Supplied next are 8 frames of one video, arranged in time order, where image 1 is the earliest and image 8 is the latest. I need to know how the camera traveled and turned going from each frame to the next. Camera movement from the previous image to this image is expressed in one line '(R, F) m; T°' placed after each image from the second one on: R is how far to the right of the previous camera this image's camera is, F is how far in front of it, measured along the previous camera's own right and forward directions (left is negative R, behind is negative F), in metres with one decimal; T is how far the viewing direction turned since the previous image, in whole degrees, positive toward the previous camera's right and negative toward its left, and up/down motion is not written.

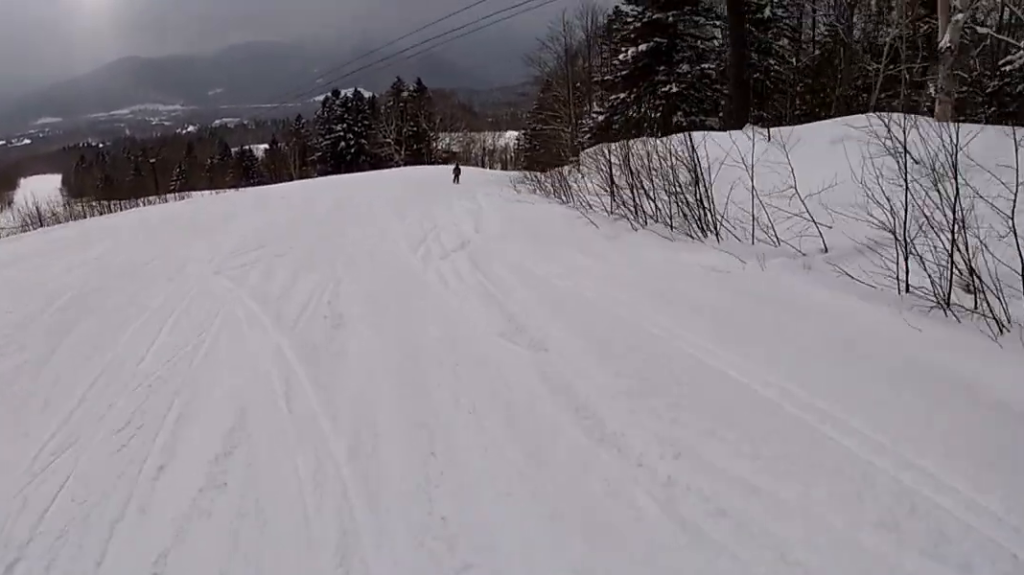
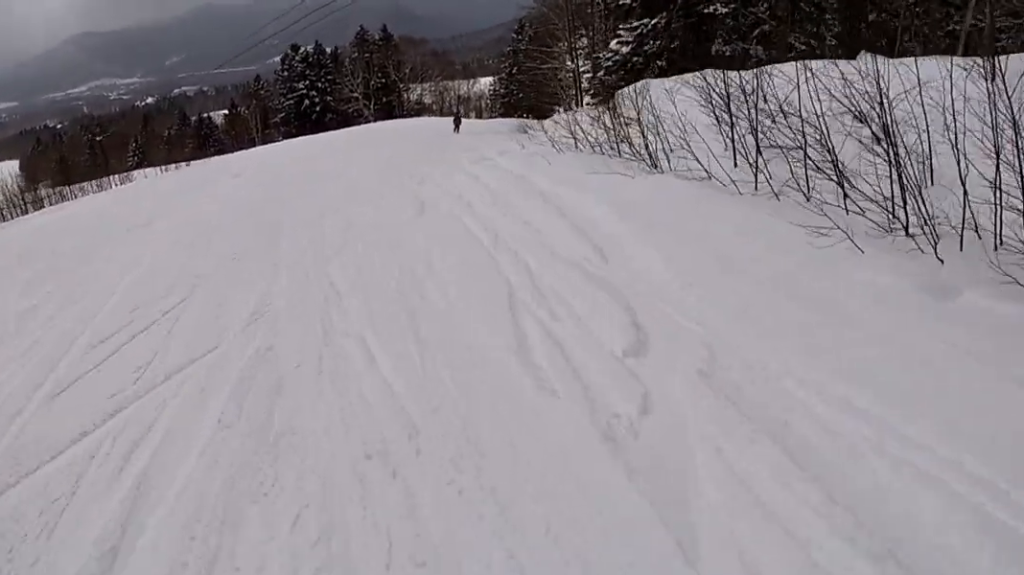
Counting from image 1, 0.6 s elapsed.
(+0.6, +6.9) m; +3°
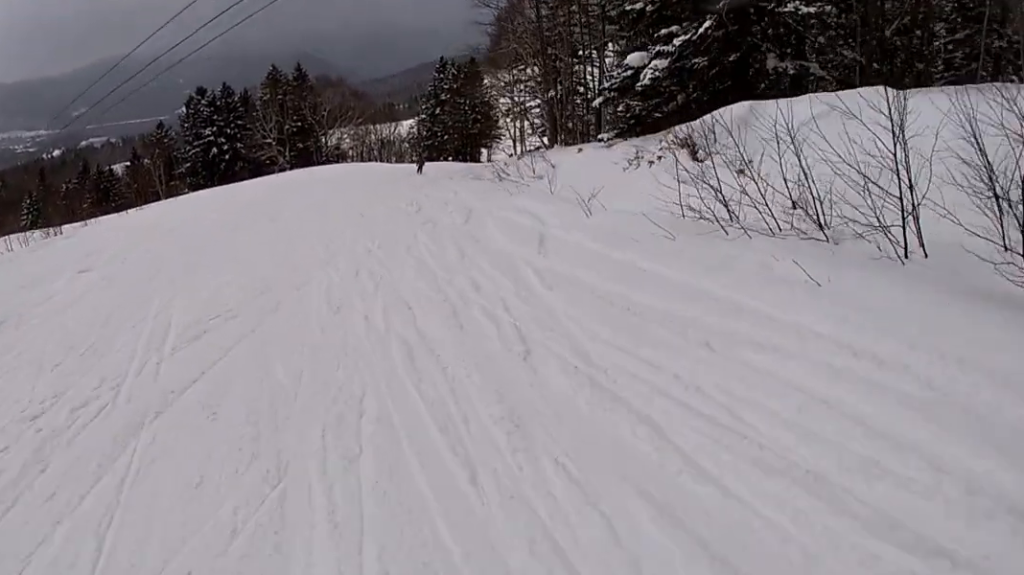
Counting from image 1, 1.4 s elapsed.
(+0.4, +10.2) m; +4°
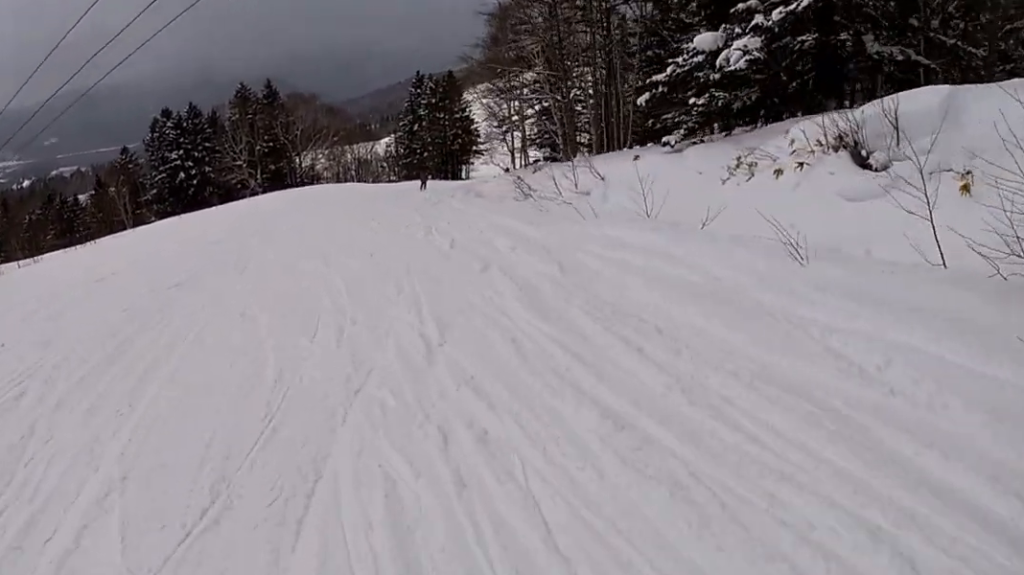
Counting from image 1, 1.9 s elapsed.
(-0.2, +6.0) m; +3°
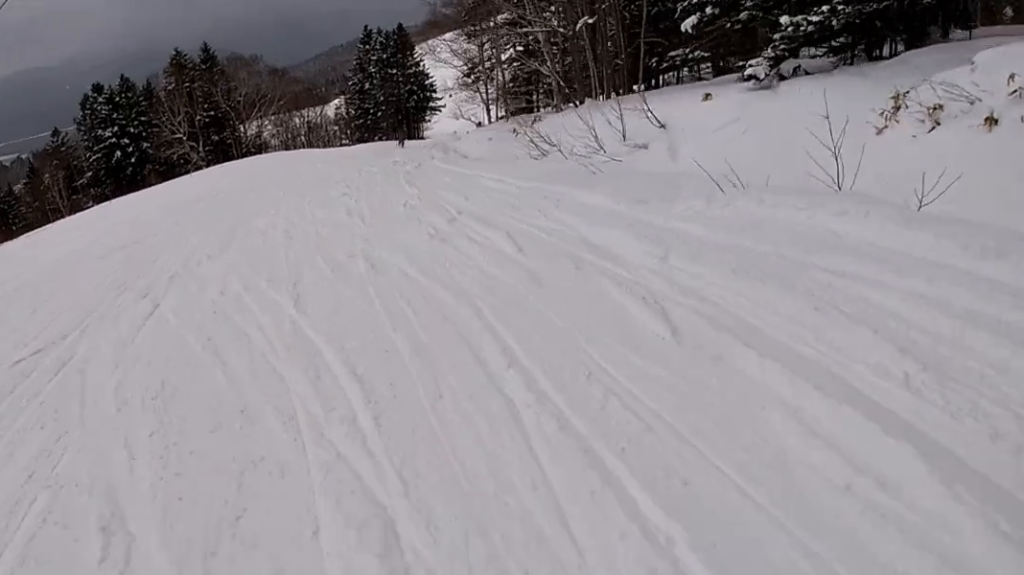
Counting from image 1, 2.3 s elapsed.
(+0.3, +5.6) m; +5°
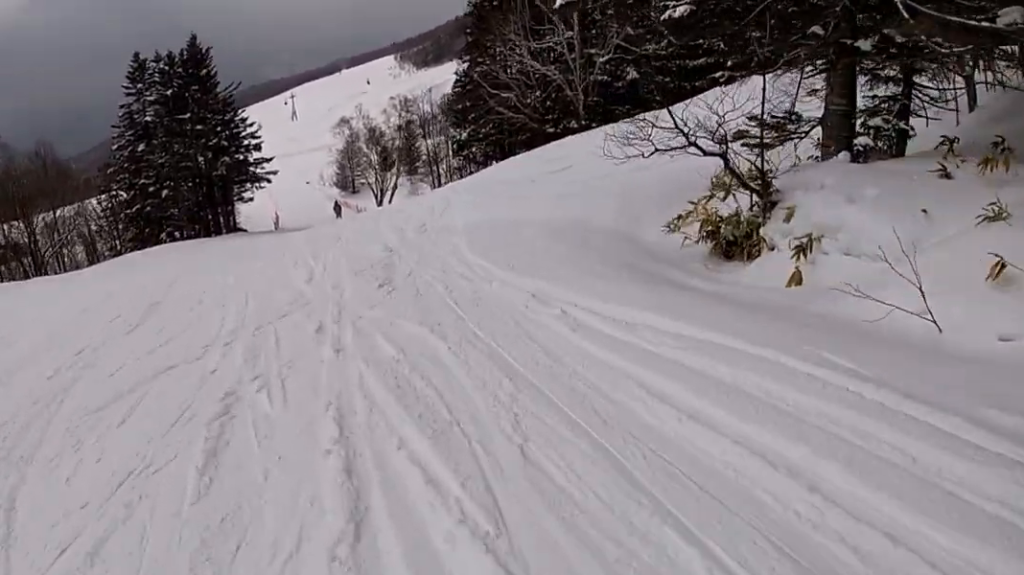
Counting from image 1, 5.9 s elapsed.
(+6.2, +40.2) m; +16°
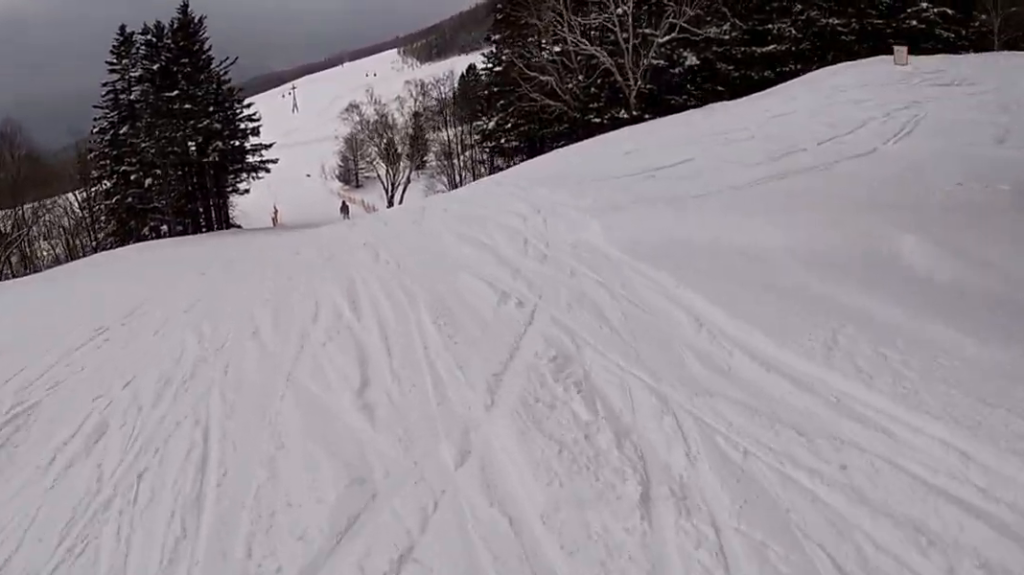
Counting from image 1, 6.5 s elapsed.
(+0.2, +7.2) m; +2°
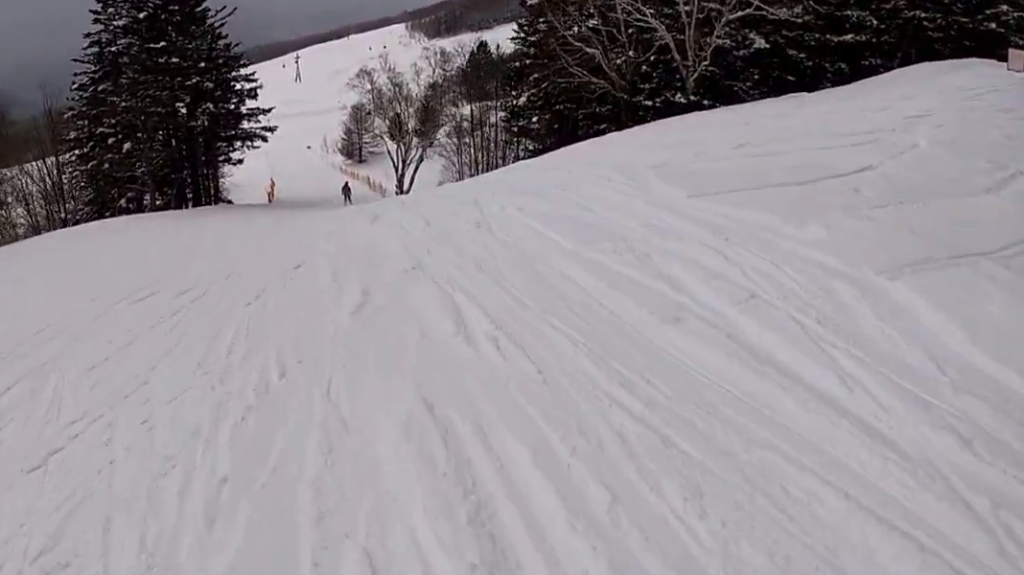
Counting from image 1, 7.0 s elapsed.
(0.0, +6.1) m; +1°
